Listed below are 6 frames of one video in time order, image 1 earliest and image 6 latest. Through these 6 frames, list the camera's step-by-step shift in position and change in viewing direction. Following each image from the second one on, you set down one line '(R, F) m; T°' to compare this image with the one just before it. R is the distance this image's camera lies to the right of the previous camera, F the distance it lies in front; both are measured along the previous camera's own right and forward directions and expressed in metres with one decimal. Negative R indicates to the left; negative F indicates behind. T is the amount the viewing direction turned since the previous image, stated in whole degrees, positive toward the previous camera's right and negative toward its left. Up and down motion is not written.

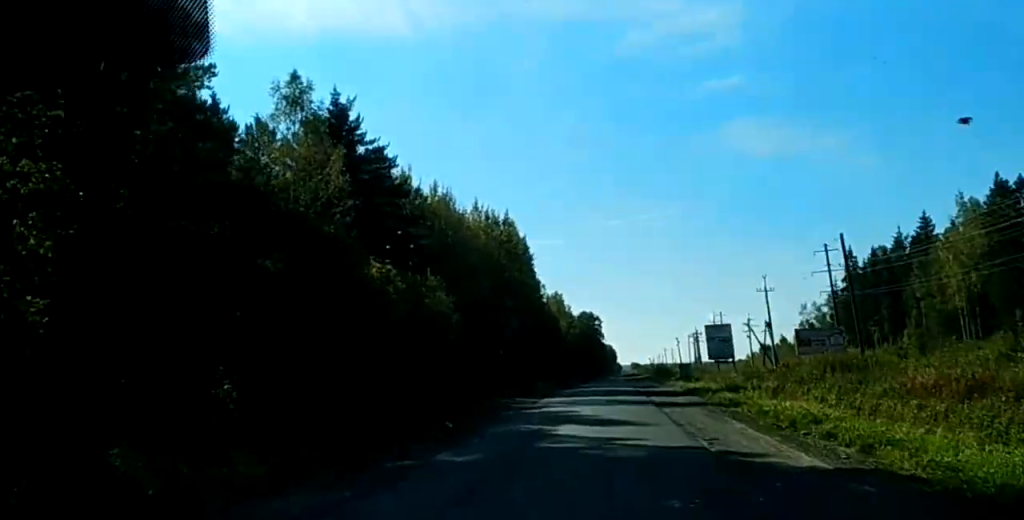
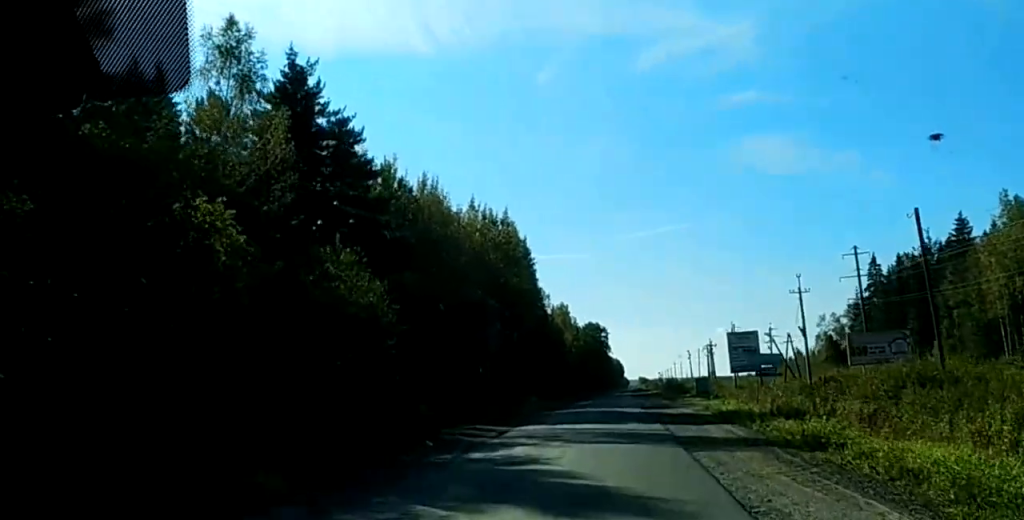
(+0.3, +13.0) m; -1°
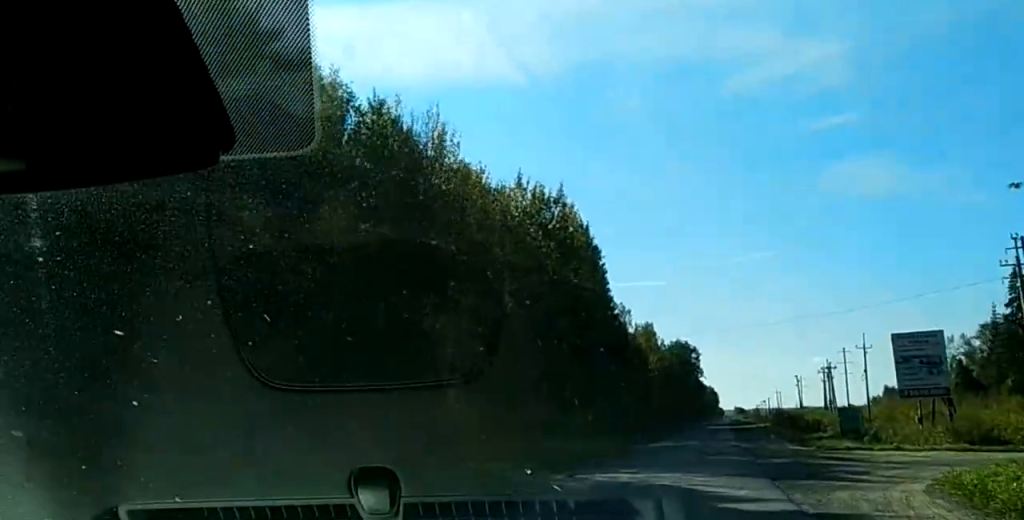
(-0.8, +29.2) m; 0°
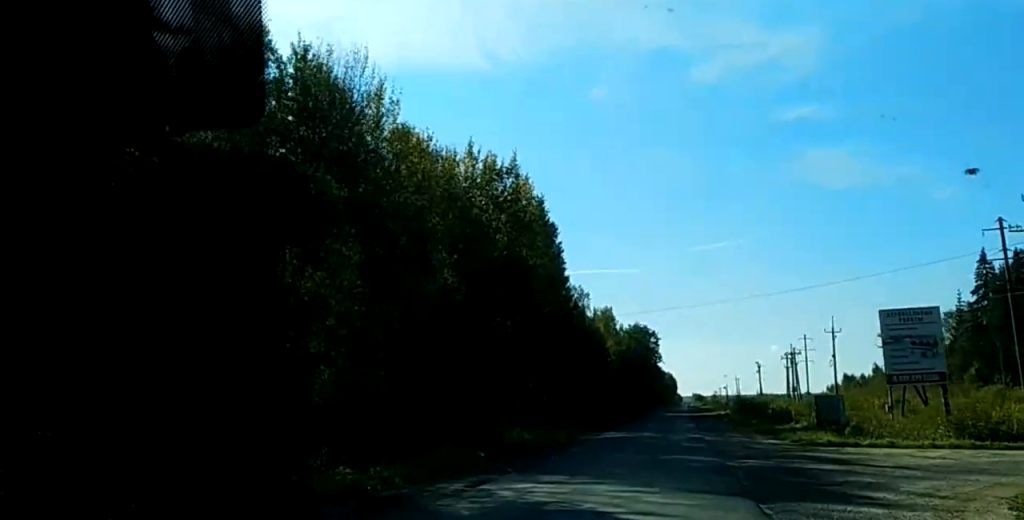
(+0.1, +7.1) m; +1°
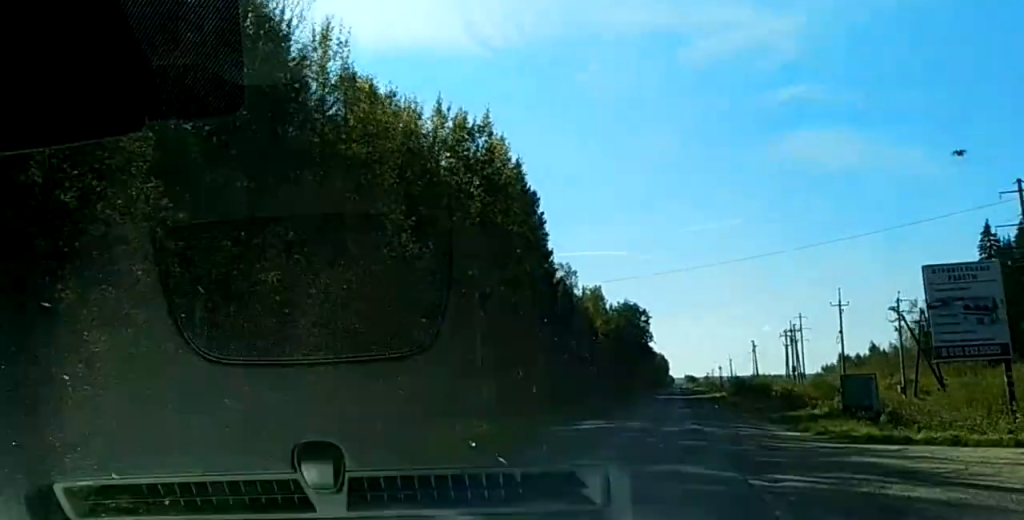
(+0.1, +8.6) m; 0°
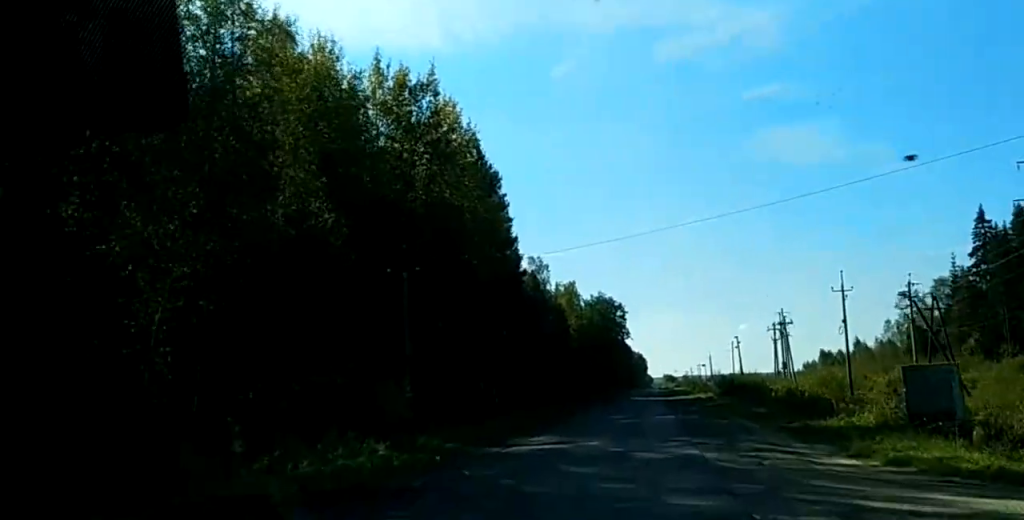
(0.0, +12.3) m; 0°
